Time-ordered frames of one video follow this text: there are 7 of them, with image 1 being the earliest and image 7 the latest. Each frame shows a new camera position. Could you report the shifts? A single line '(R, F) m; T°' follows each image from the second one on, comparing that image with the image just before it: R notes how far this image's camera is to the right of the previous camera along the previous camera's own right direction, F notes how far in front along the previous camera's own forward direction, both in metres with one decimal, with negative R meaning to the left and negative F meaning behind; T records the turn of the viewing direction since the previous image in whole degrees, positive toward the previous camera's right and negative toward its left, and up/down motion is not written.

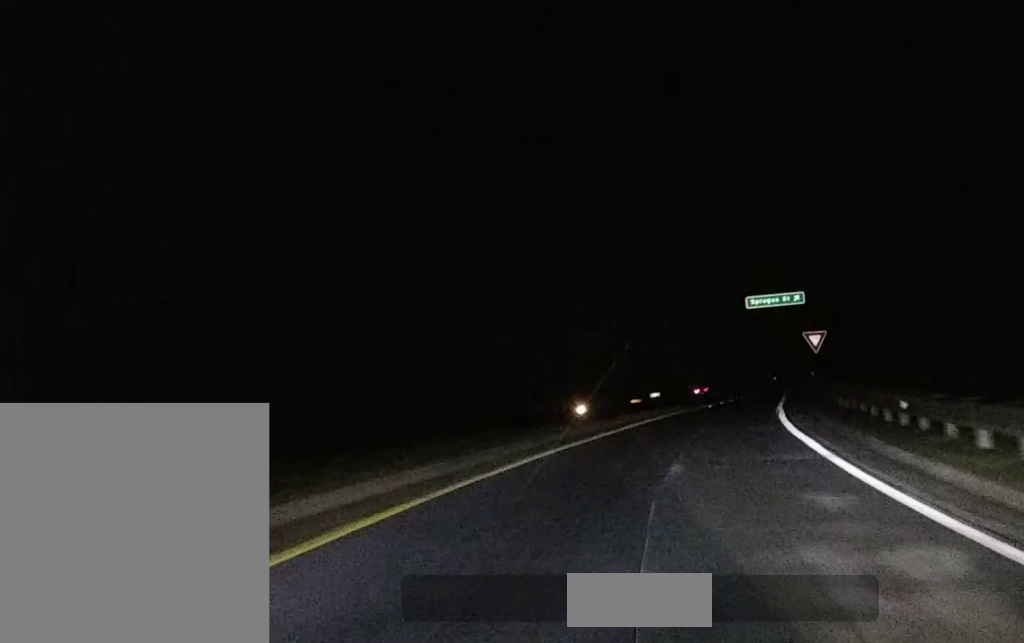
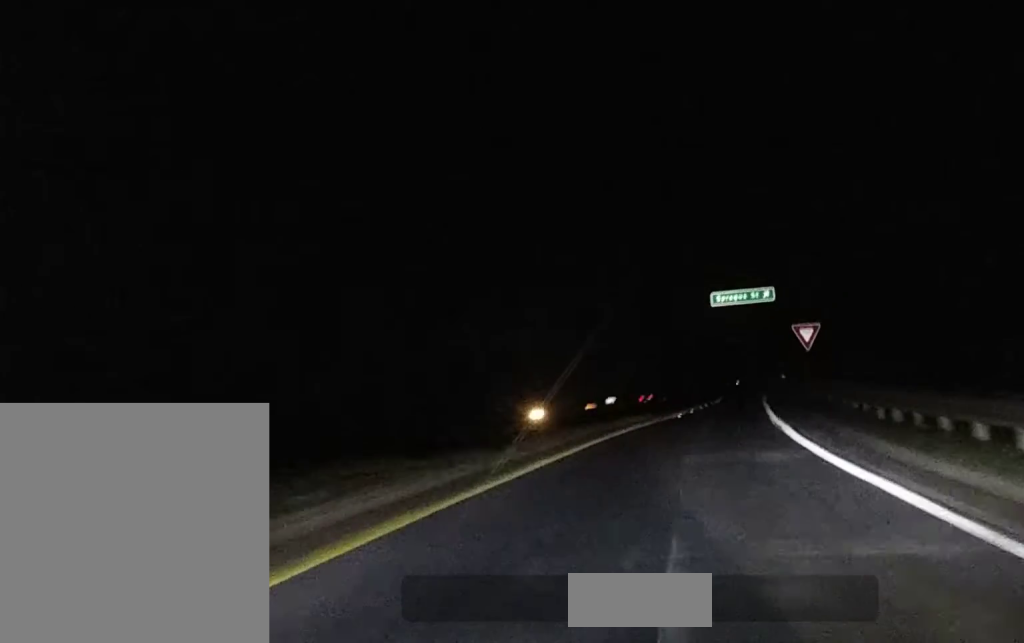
(+0.3, +10.0) m; +3°
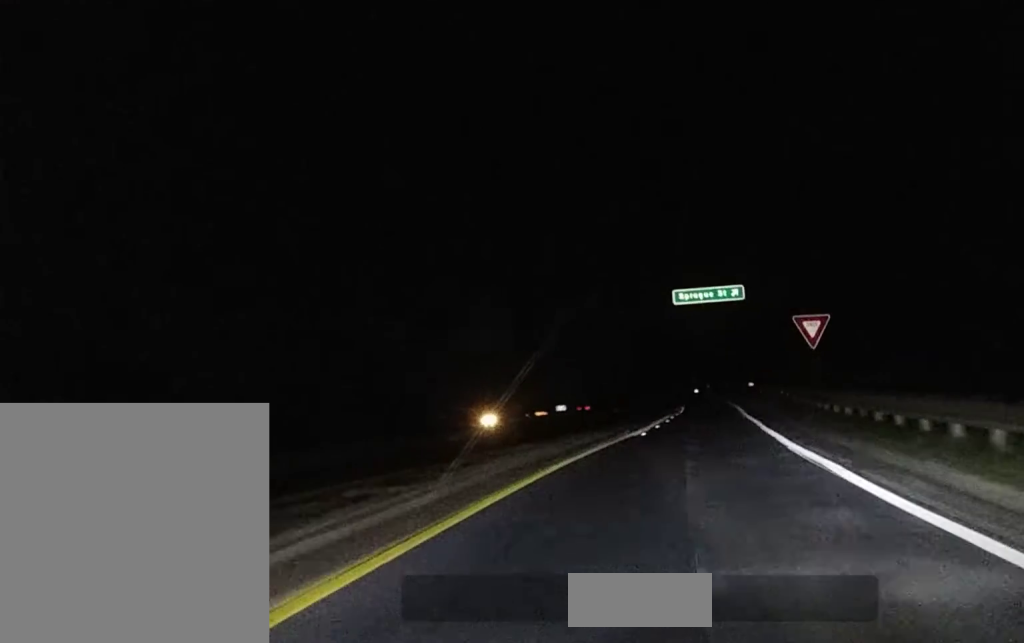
(+0.2, +8.6) m; +2°
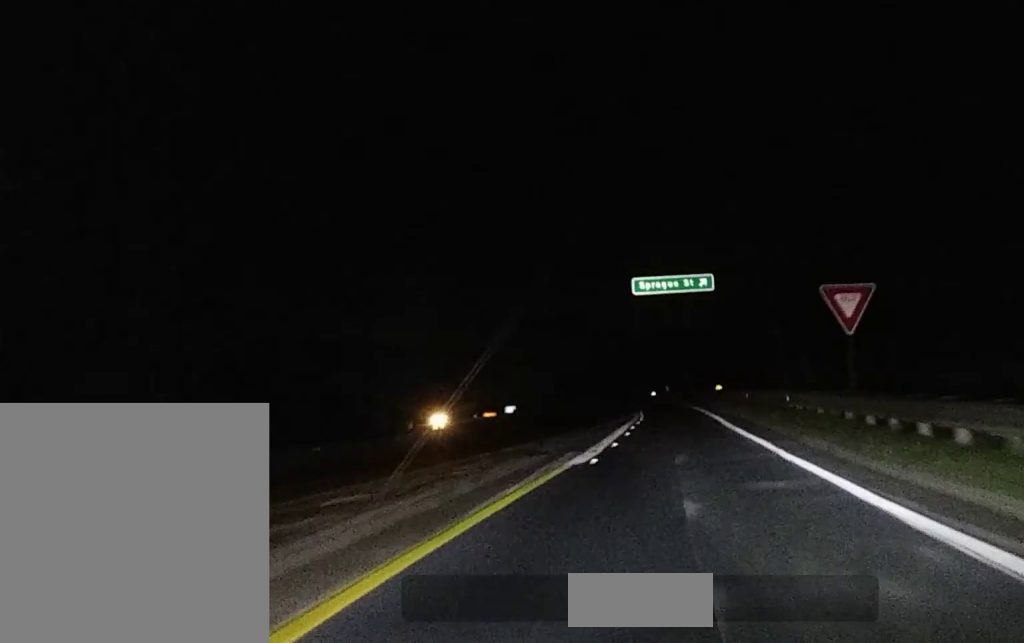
(+0.3, +10.8) m; +2°
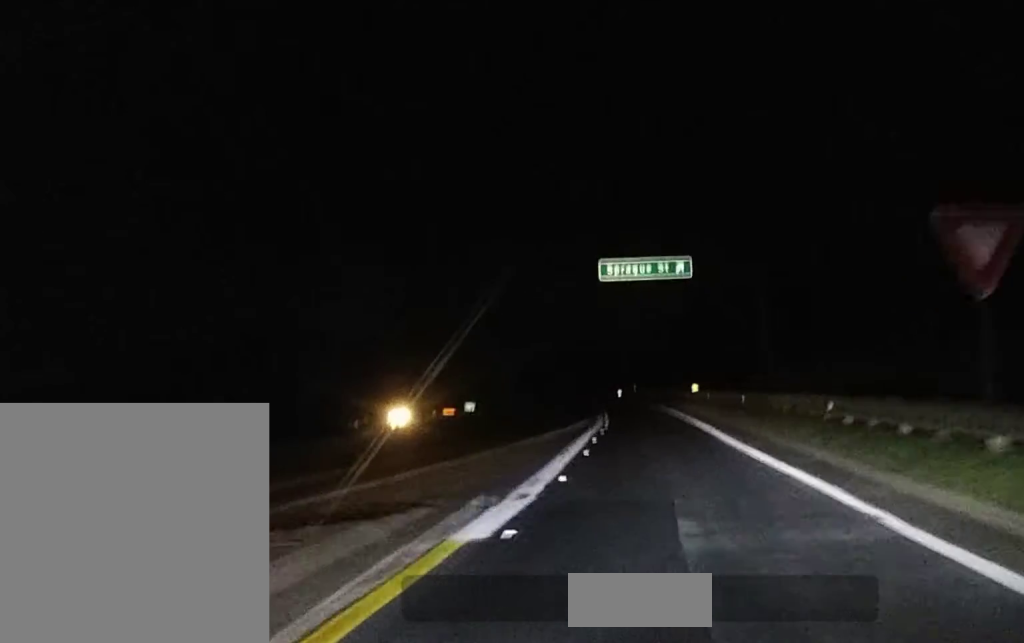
(+0.1, +6.2) m; 0°
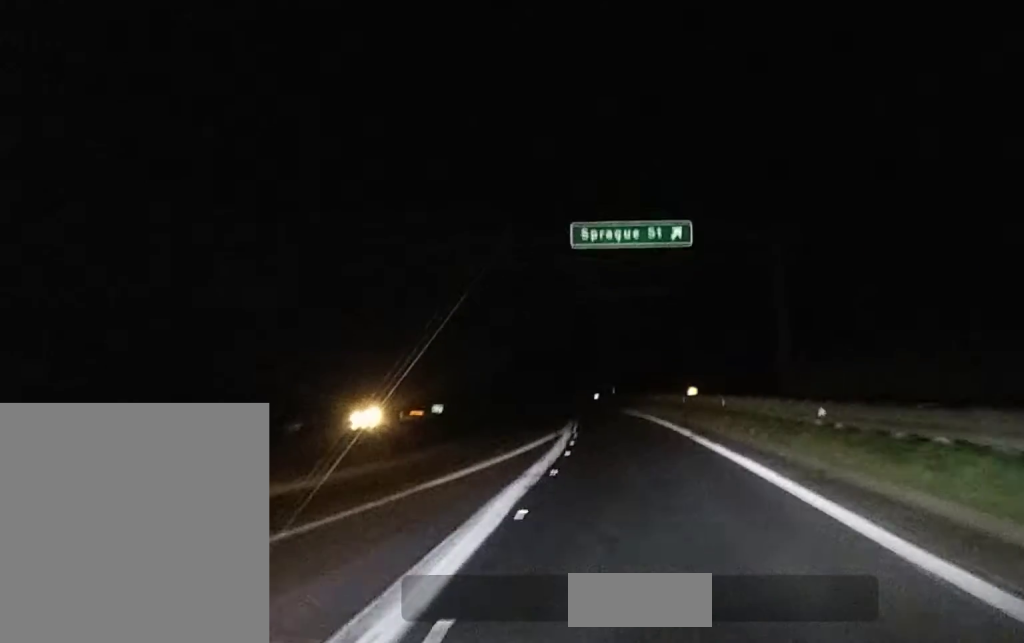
(+0.1, +14.0) m; +1°
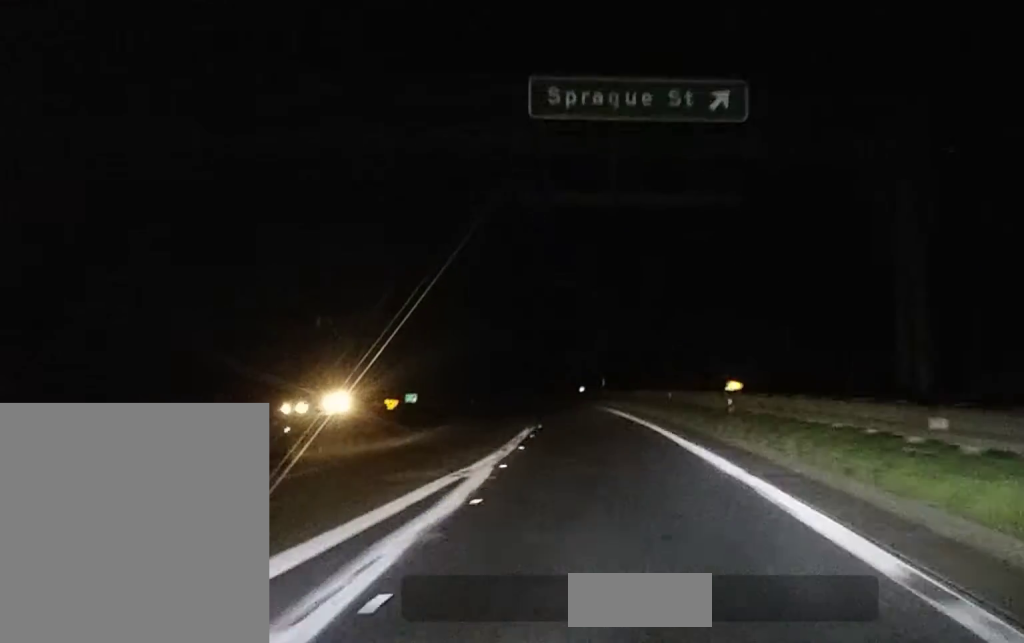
(+0.2, +24.1) m; 0°
